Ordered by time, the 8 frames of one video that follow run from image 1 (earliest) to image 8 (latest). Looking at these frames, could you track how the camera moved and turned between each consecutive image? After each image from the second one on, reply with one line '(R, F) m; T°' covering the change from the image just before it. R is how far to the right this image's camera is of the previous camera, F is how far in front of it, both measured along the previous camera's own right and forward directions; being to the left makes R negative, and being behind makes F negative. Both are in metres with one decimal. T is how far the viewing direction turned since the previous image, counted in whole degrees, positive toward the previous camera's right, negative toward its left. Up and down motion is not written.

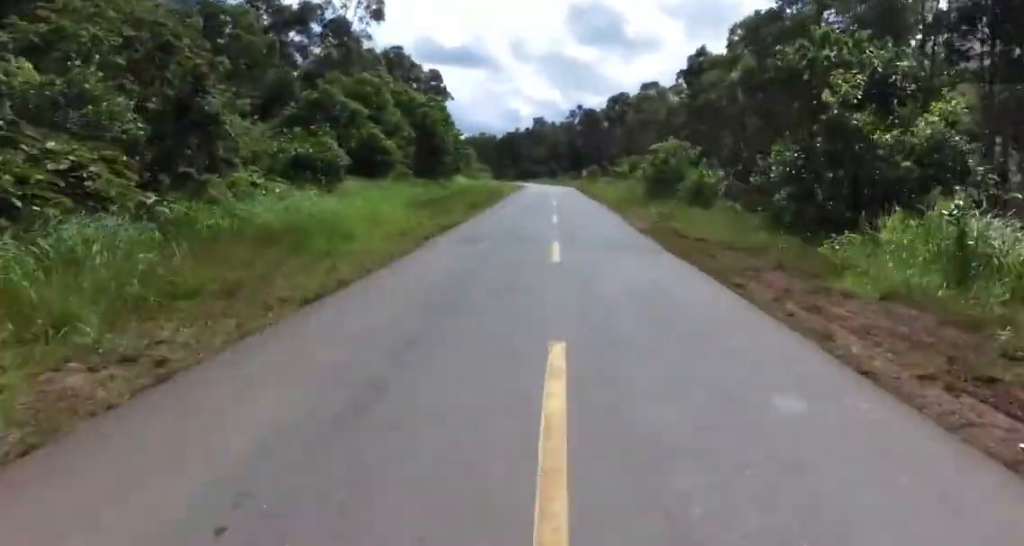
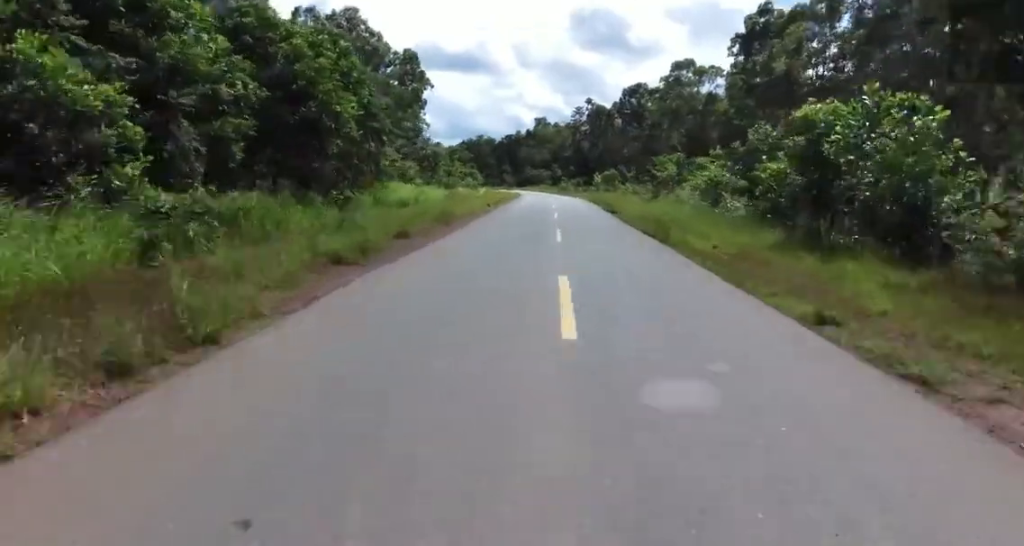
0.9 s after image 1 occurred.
(-1.0, +21.6) m; 0°
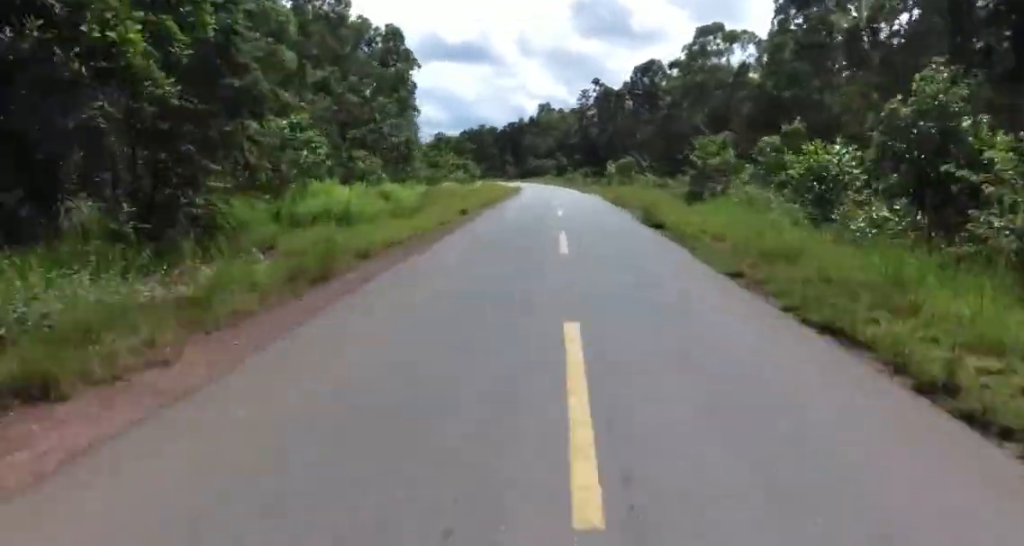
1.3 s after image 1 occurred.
(-0.1, +10.6) m; 0°
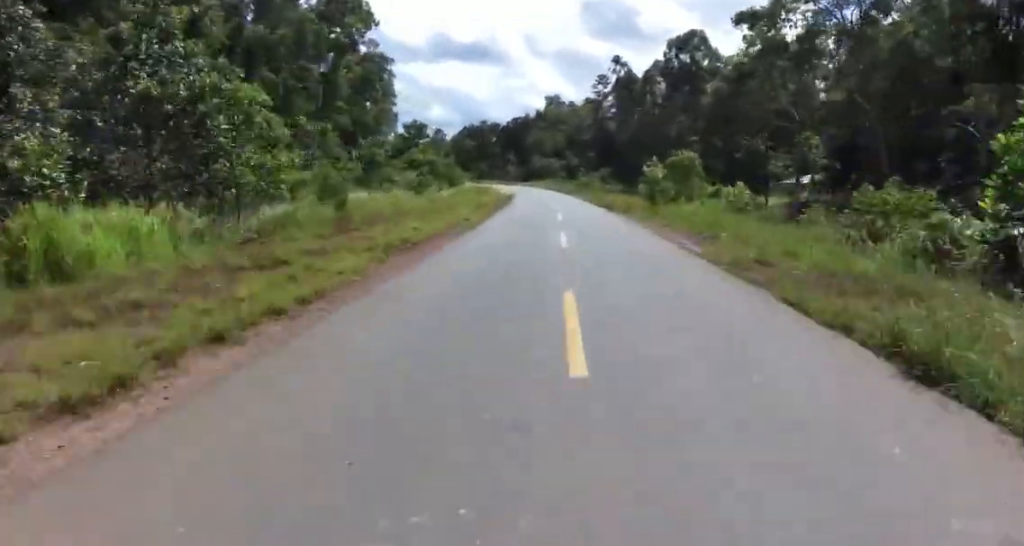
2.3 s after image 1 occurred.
(+1.0, +22.4) m; -1°
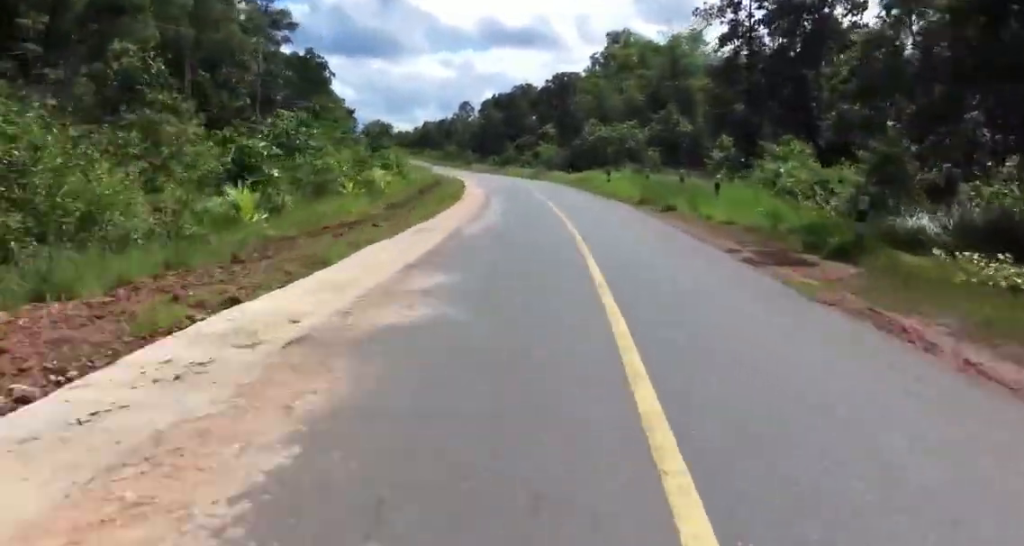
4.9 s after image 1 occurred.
(-3.6, +63.2) m; -3°
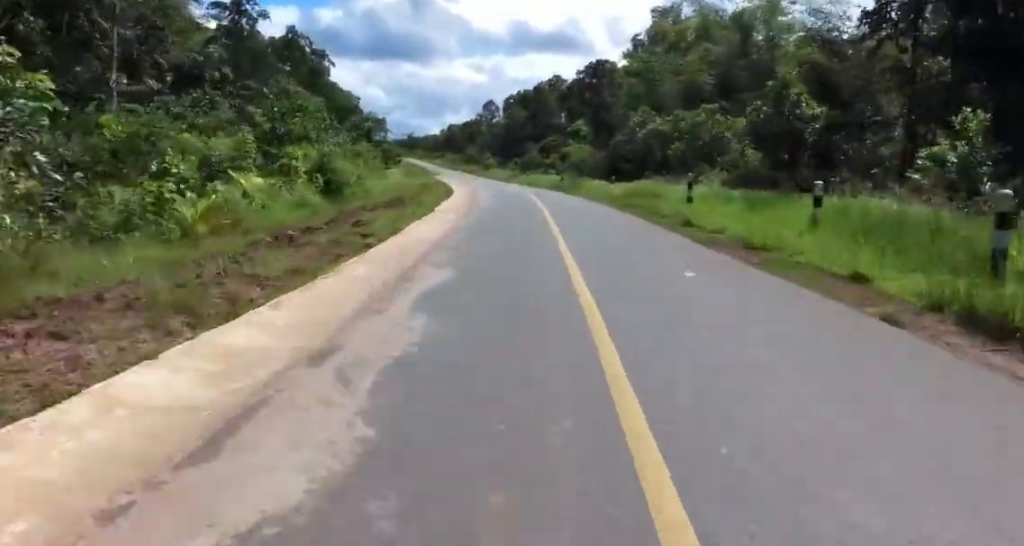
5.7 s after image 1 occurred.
(0.0, +19.1) m; -4°
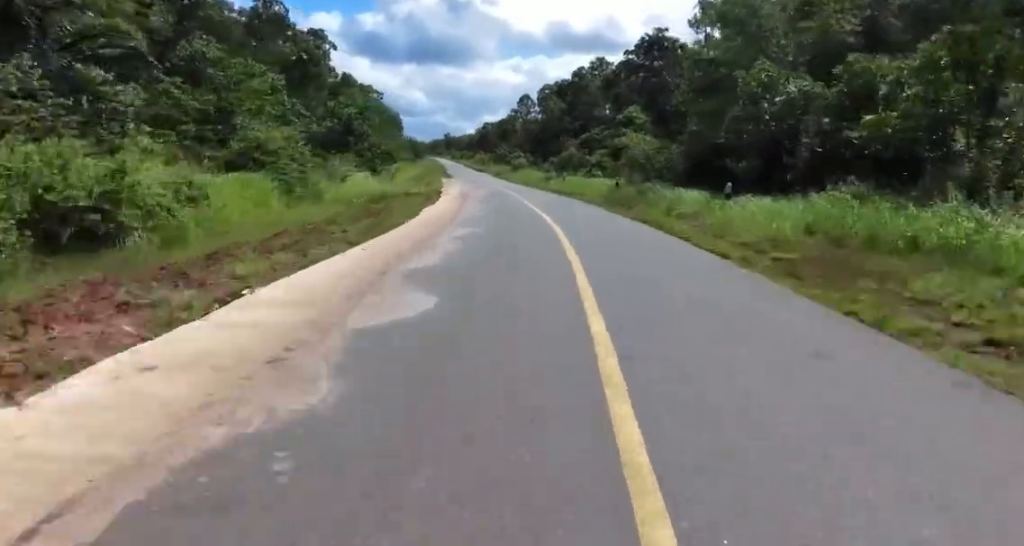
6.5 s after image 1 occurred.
(-0.8, +18.1) m; -6°
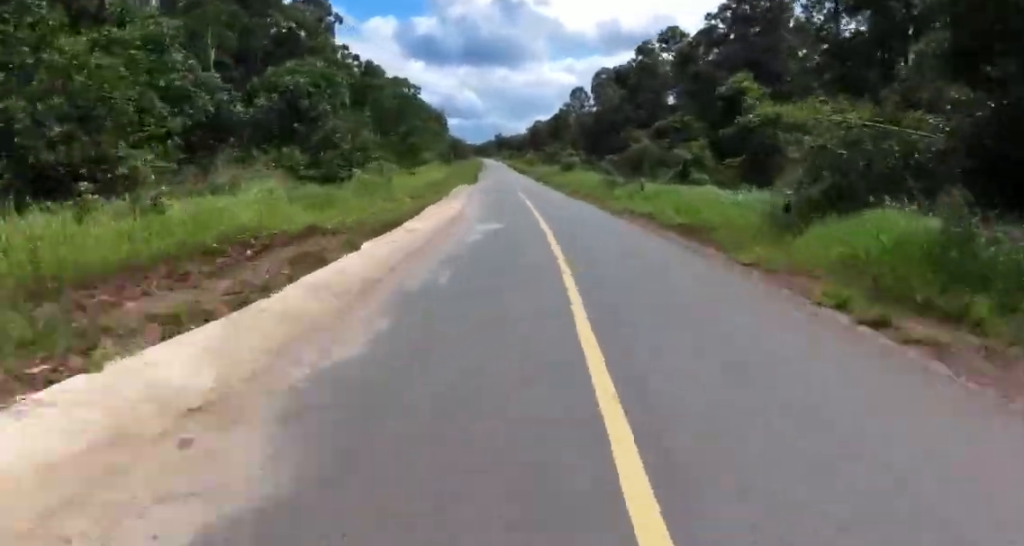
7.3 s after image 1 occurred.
(-1.6, +19.8) m; -5°
